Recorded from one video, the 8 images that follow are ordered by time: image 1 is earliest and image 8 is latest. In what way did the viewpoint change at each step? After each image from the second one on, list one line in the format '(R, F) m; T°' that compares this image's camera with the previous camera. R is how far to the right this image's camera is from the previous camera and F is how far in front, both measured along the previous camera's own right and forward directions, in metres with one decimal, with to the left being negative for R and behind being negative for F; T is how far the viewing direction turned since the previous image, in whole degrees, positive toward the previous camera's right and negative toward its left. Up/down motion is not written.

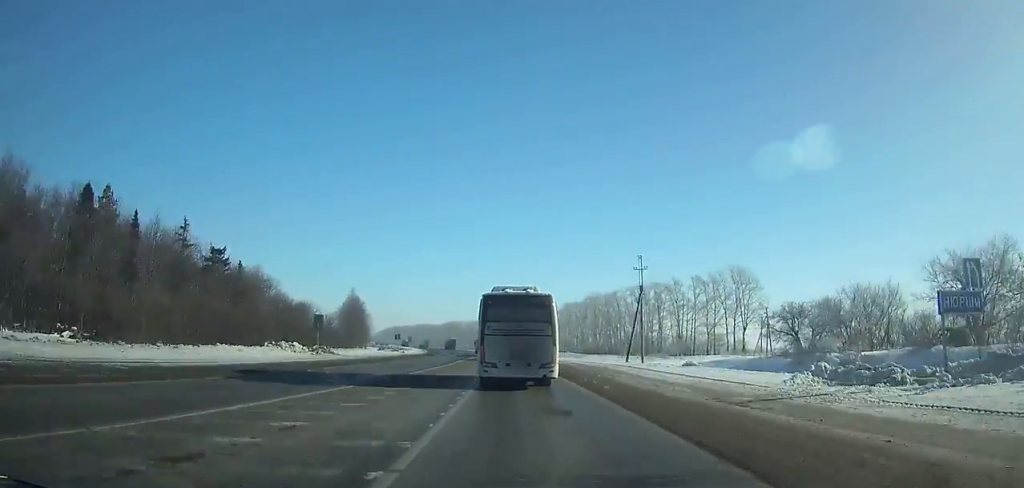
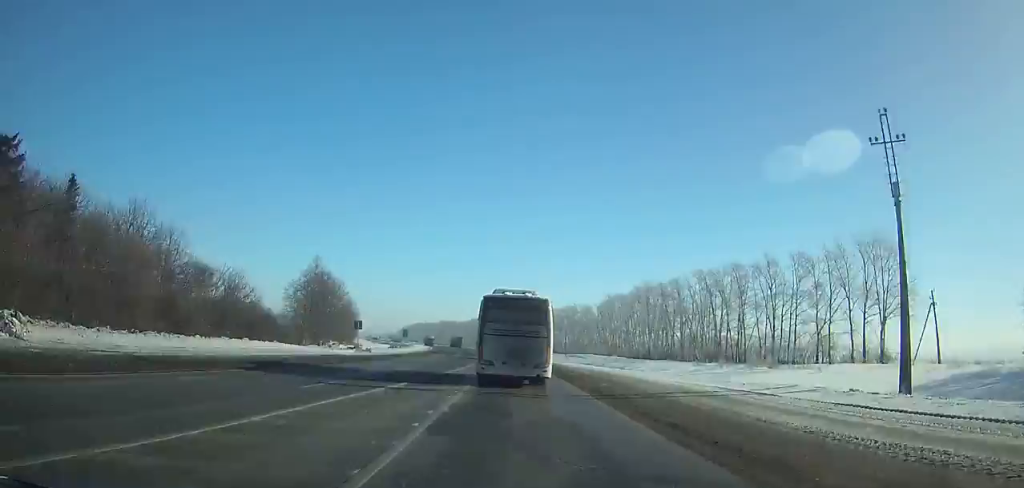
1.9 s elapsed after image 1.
(-1.0, +38.1) m; -2°
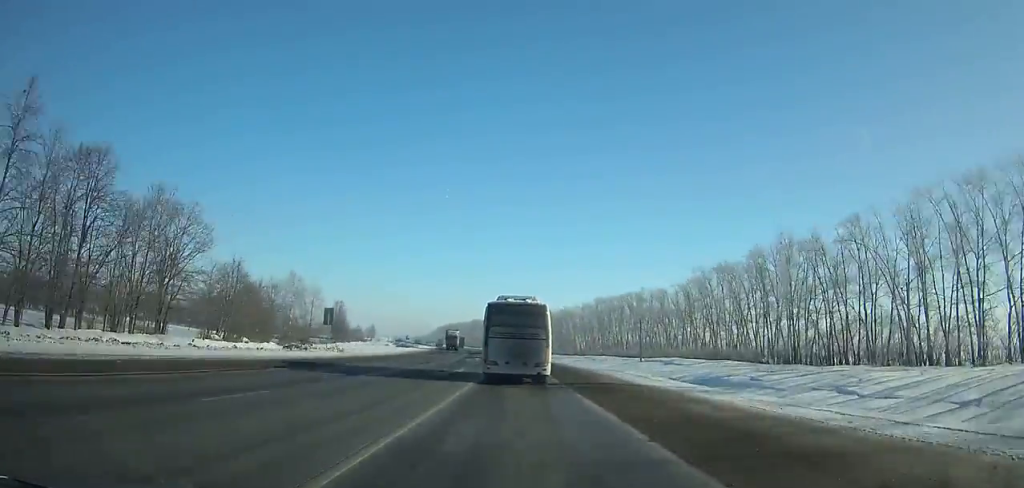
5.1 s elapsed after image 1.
(-2.2, +63.6) m; -4°
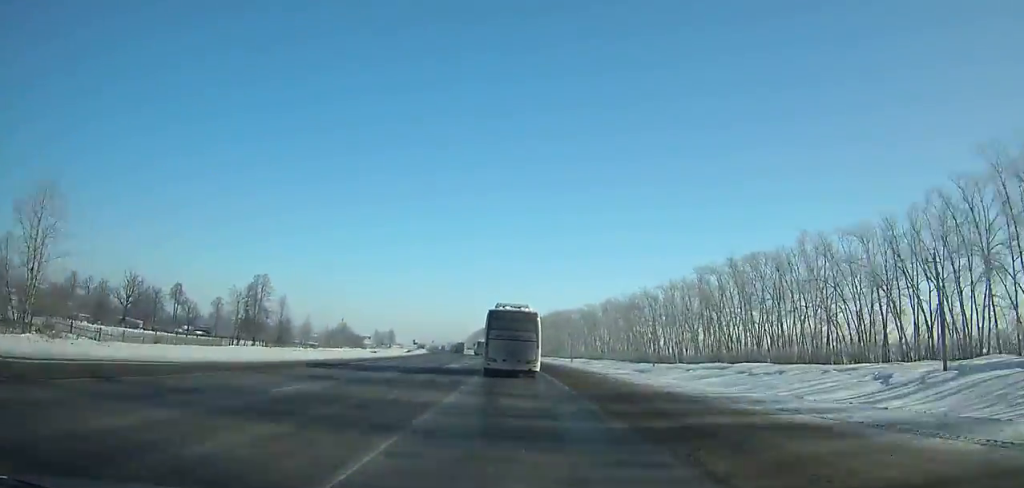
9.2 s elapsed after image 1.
(-2.7, +81.3) m; -4°
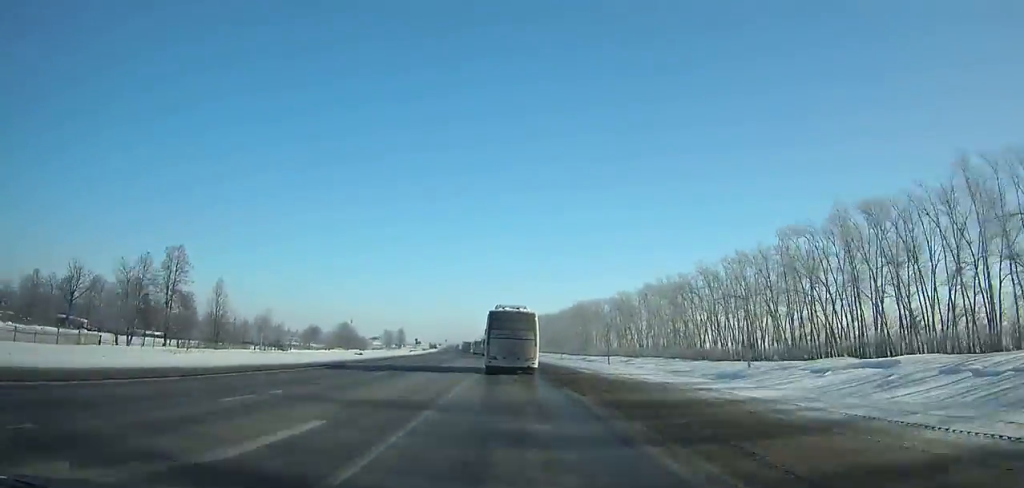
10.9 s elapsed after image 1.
(-0.6, +33.9) m; -2°
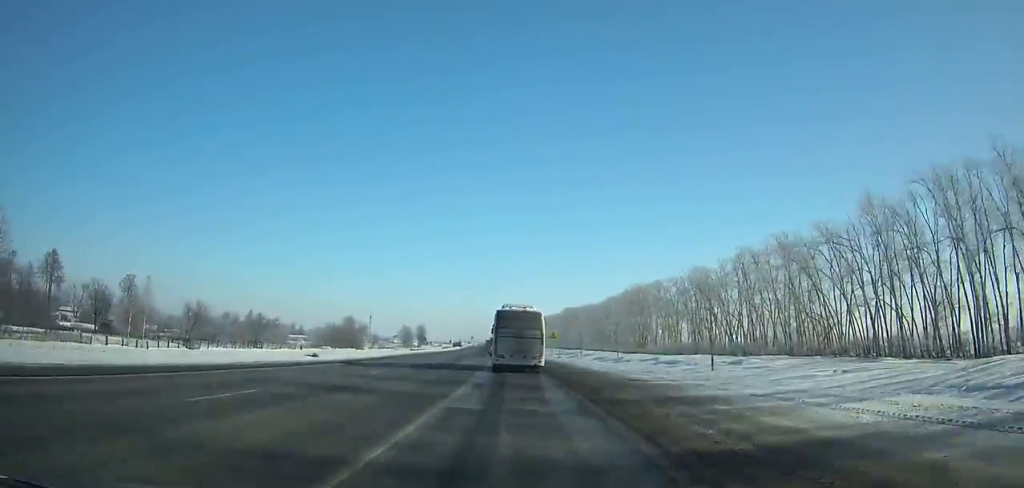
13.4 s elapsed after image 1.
(-1.0, +50.0) m; -3°
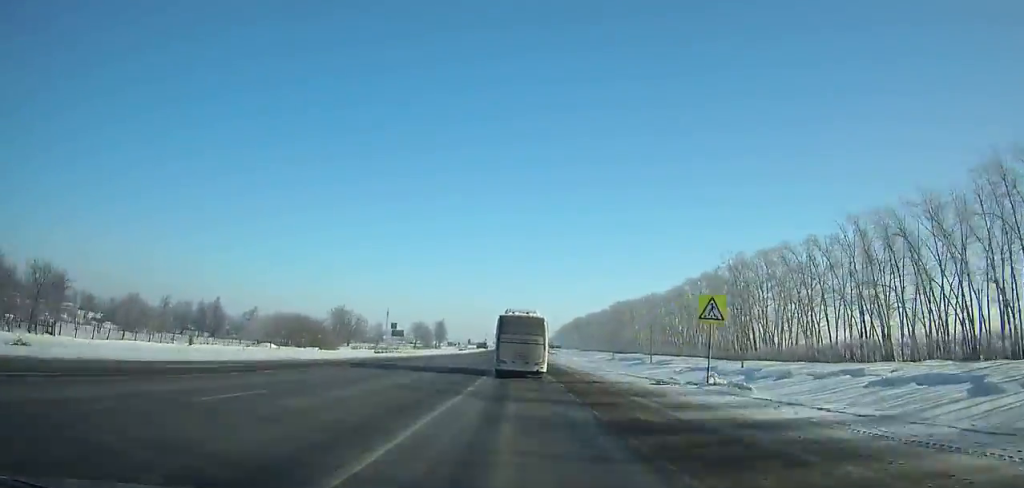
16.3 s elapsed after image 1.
(-1.7, +58.2) m; -2°
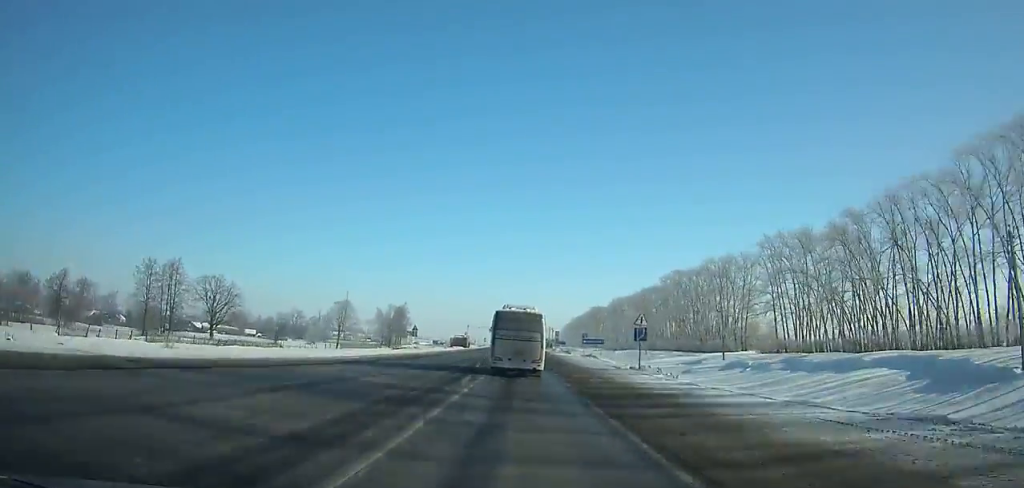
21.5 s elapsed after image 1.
(-1.0, +104.5) m; 0°
